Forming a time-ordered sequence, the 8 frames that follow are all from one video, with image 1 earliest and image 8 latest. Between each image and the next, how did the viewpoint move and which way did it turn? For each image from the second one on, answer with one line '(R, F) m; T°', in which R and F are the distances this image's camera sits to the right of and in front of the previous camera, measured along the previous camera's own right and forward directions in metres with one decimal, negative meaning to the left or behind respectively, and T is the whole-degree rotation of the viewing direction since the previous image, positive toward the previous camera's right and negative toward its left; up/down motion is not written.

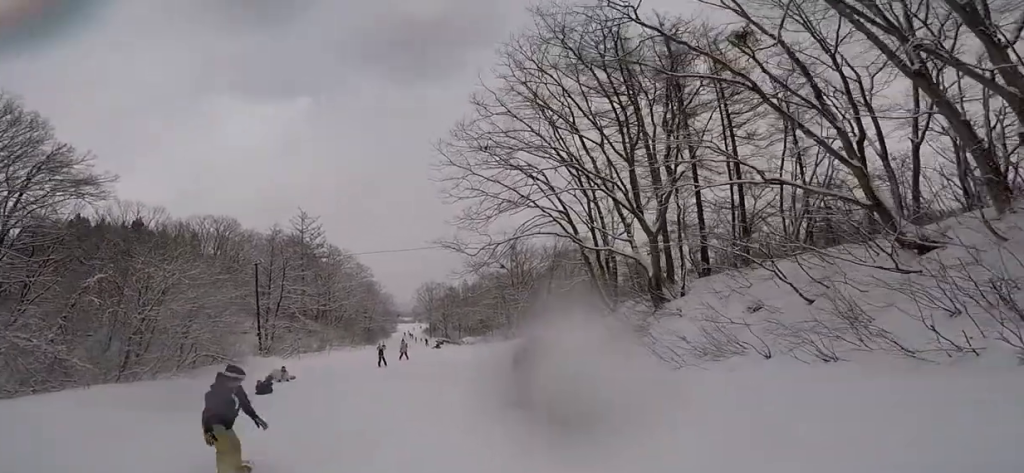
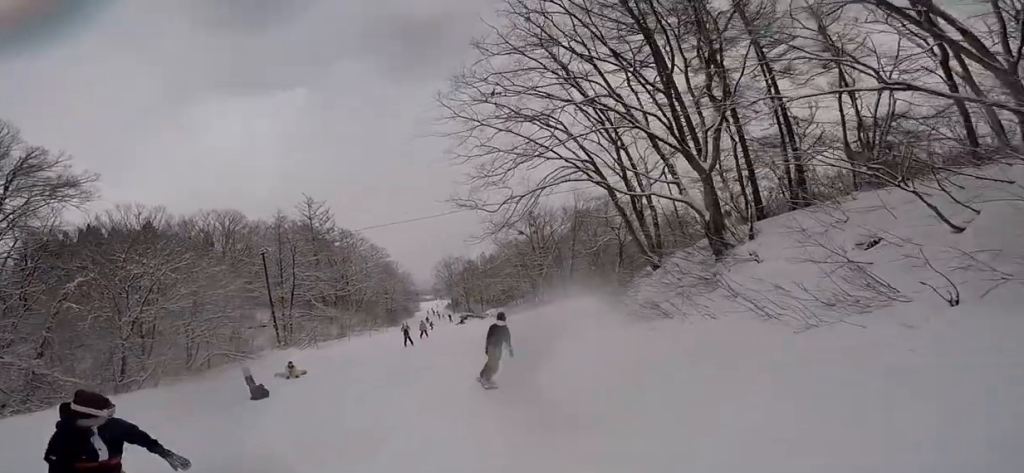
(0.0, +3.4) m; 0°
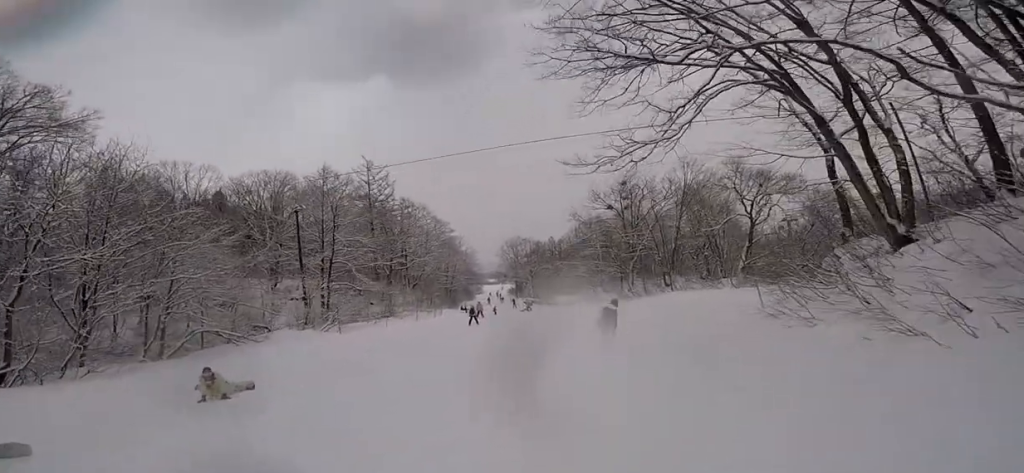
(0.0, +10.2) m; 0°
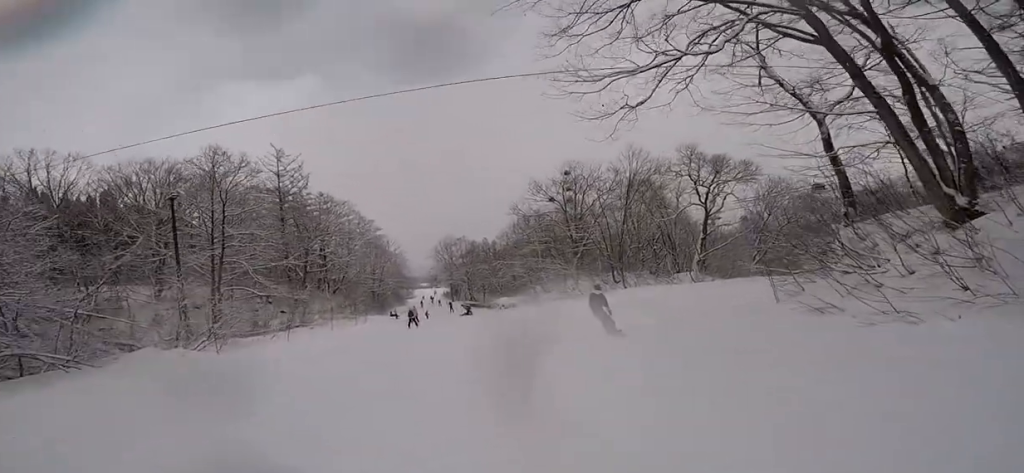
(0.0, +5.5) m; 0°
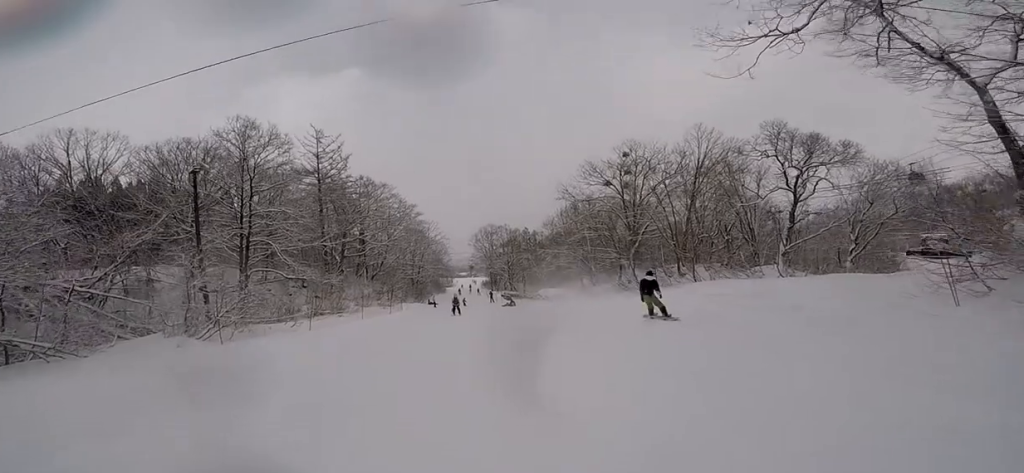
(0.0, +3.8) m; 0°
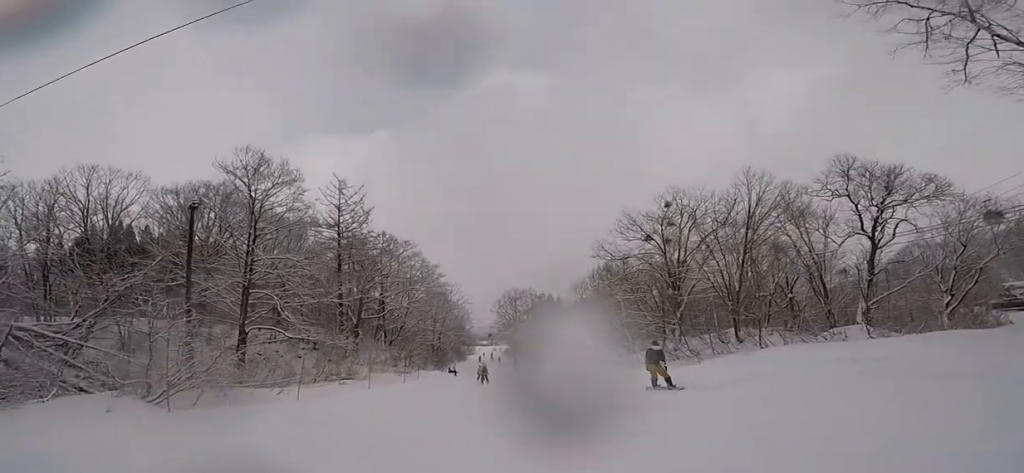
(0.0, +4.2) m; 0°
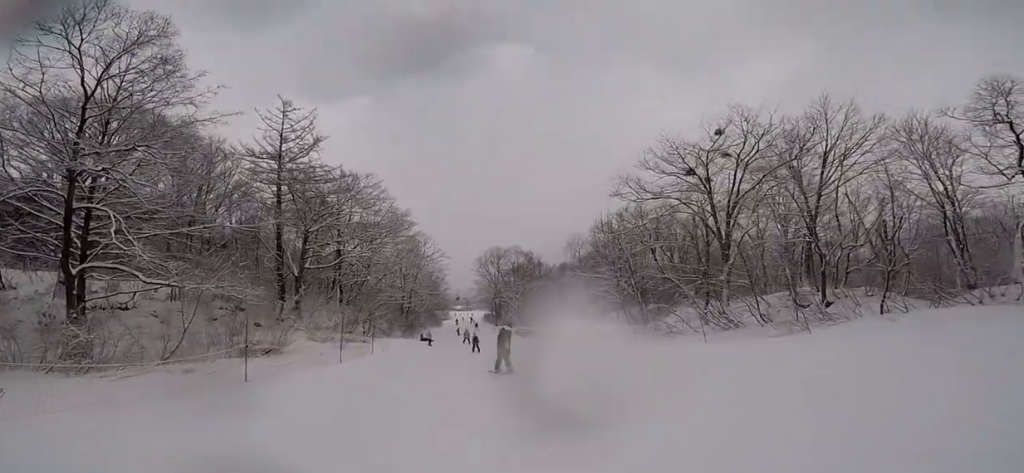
(0.0, +10.6) m; 0°
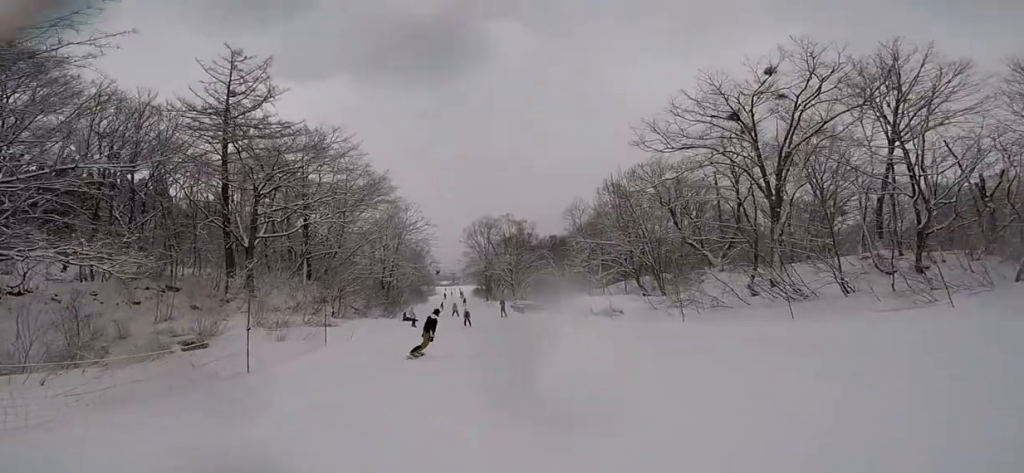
(0.0, +6.4) m; +2°
